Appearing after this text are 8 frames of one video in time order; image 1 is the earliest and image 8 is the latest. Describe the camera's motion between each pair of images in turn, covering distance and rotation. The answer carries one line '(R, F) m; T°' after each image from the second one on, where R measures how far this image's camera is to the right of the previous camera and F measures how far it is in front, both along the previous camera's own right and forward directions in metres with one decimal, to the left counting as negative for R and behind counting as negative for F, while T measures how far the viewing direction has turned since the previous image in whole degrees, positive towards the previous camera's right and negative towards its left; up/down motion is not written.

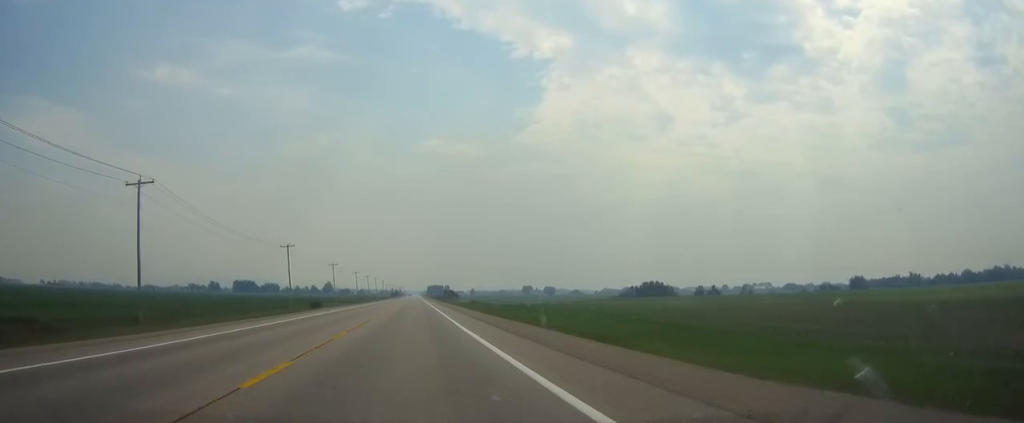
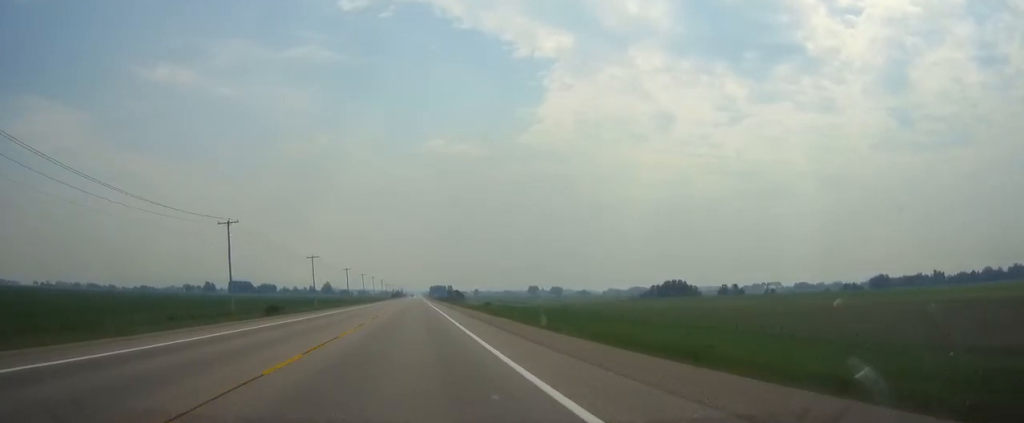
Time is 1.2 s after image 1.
(0.0, +34.9) m; 0°
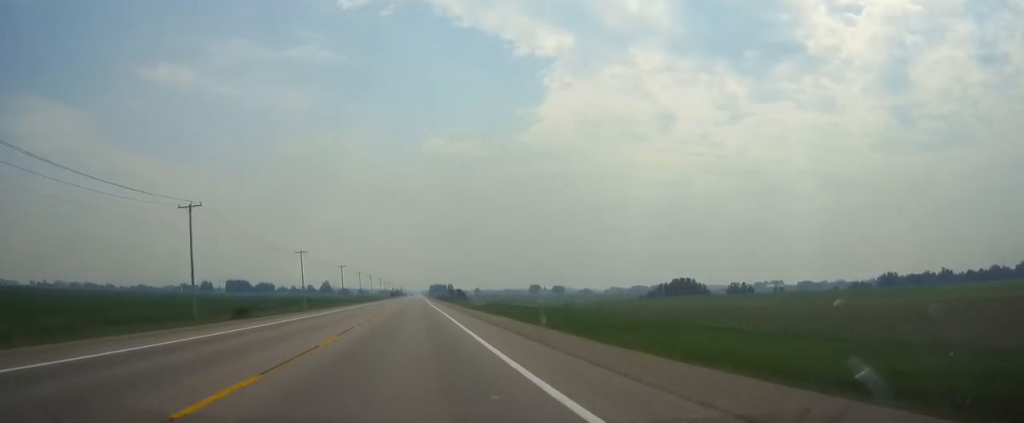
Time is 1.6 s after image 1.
(0.0, +12.6) m; 0°
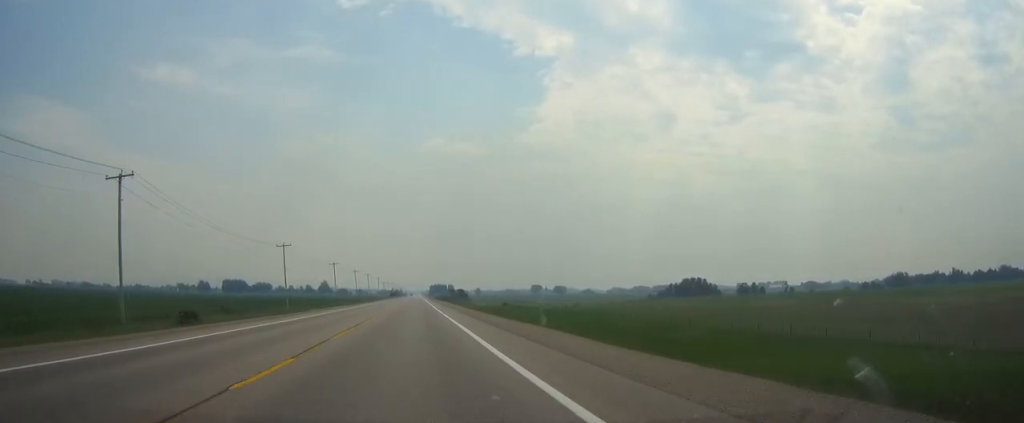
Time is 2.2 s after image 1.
(0.0, +15.4) m; 0°
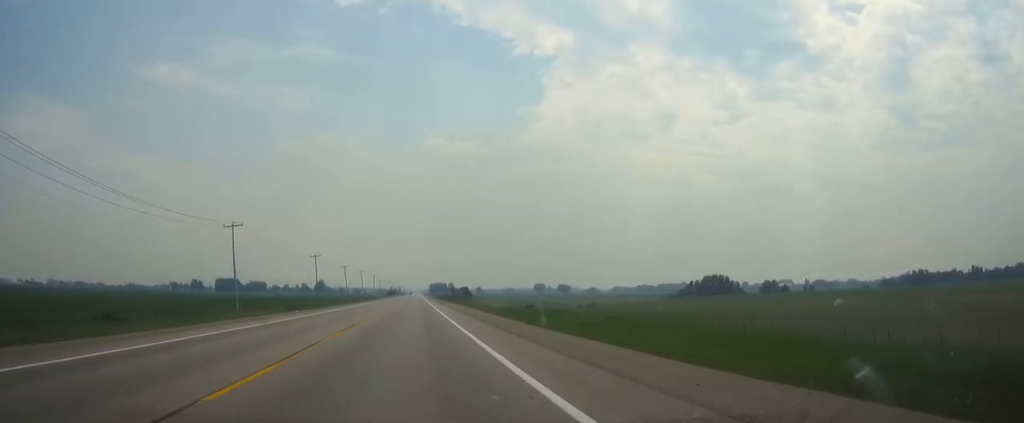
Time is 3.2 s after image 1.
(0.0, +28.8) m; 0°
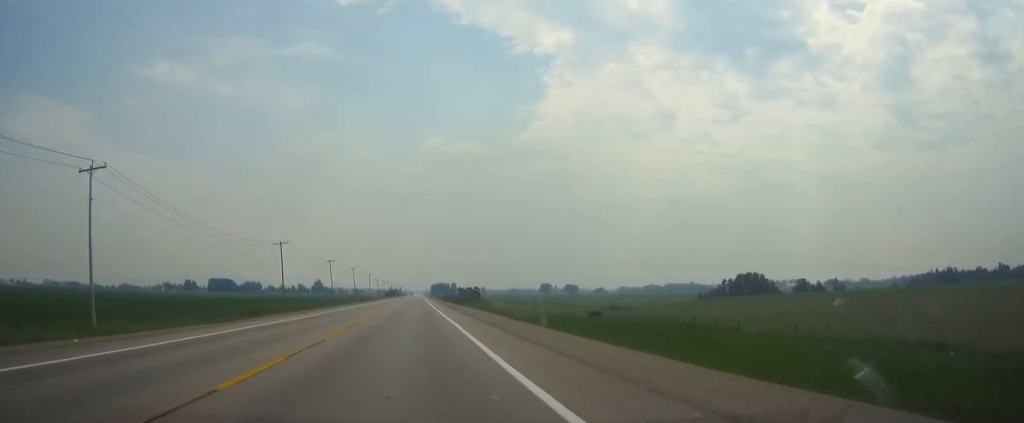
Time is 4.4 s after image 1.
(+0.1, +36.2) m; 0°
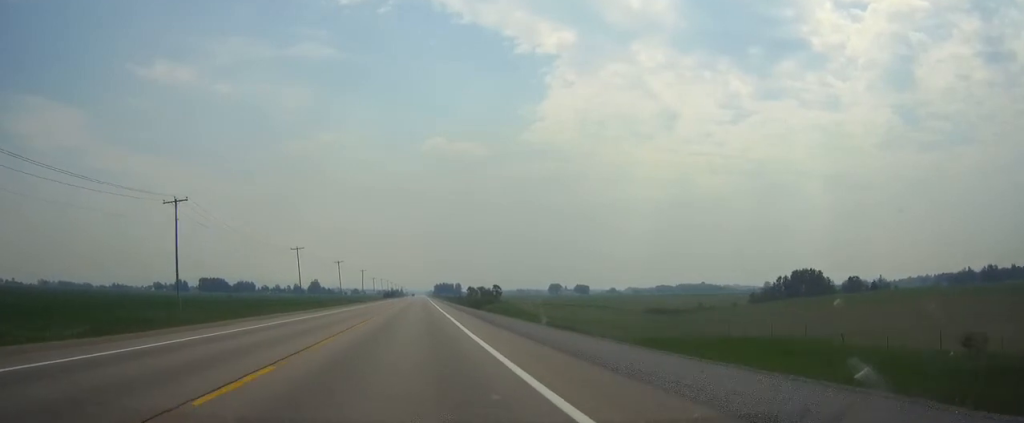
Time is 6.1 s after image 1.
(-0.2, +47.1) m; 0°
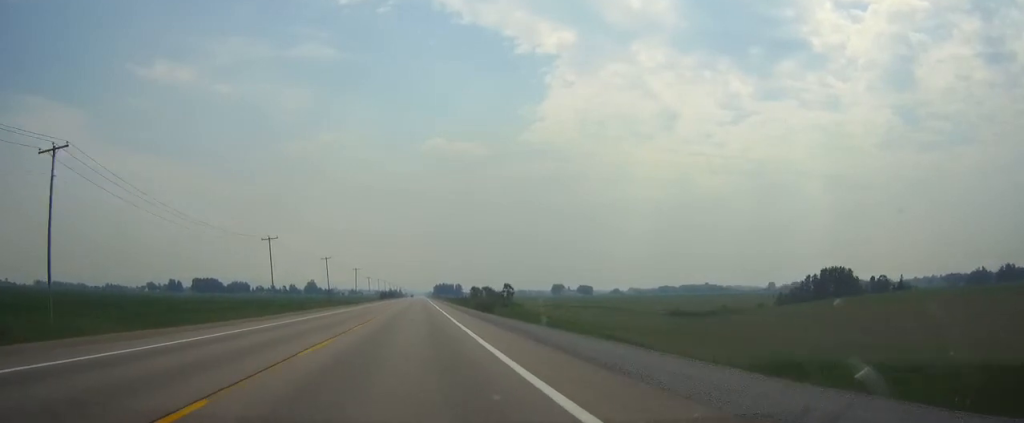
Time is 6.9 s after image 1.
(0.0, +21.5) m; 0°
